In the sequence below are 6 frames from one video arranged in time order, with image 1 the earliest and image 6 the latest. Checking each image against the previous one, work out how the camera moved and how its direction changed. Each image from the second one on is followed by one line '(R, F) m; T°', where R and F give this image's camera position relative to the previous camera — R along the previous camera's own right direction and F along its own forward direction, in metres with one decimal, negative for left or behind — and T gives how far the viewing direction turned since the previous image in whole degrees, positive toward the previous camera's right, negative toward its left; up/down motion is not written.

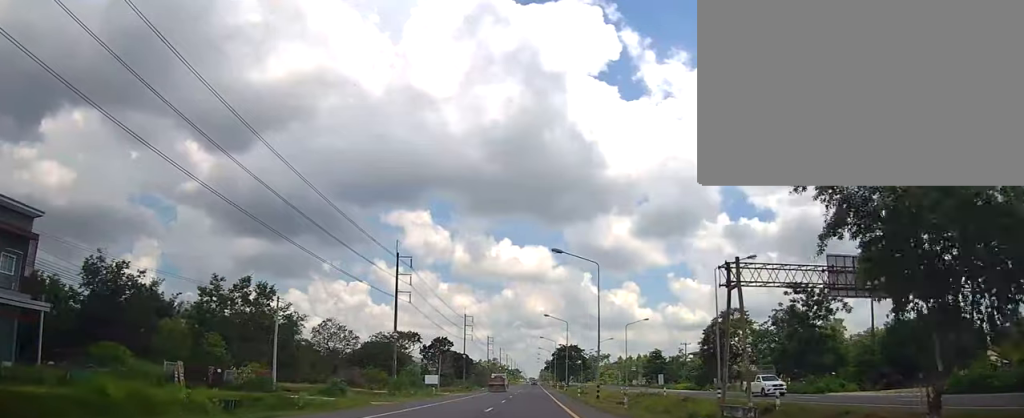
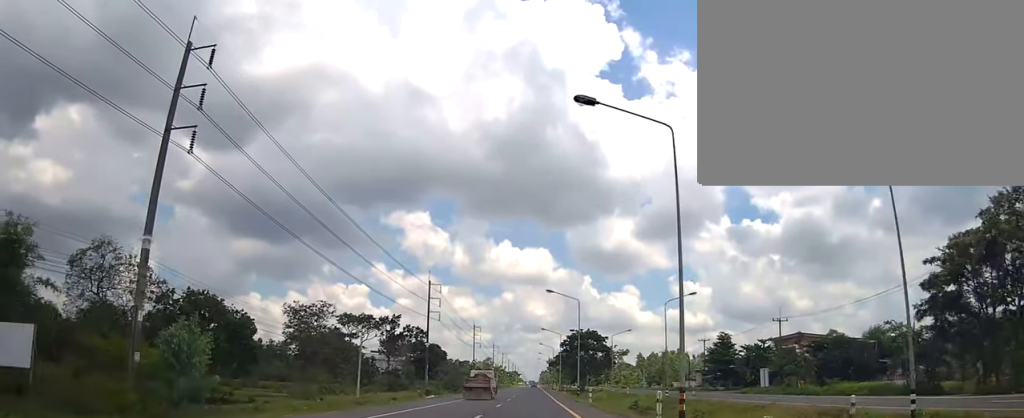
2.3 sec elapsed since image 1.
(-0.6, +55.1) m; 0°
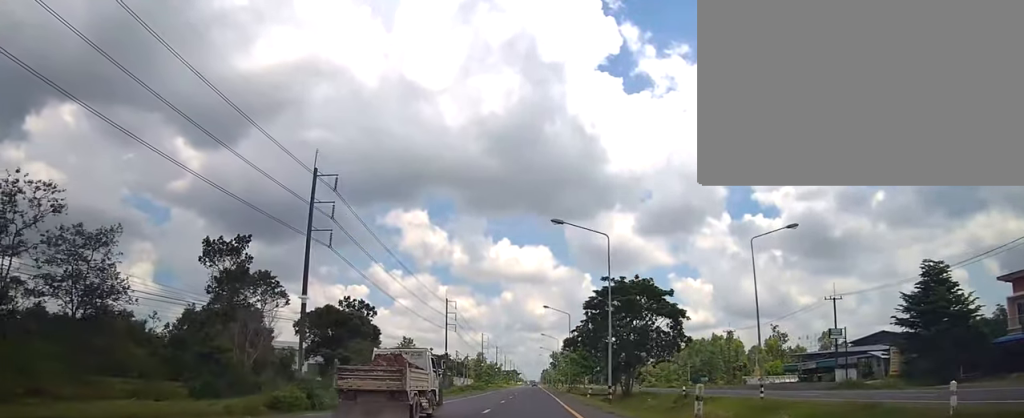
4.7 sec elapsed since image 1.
(+0.5, +57.1) m; 0°
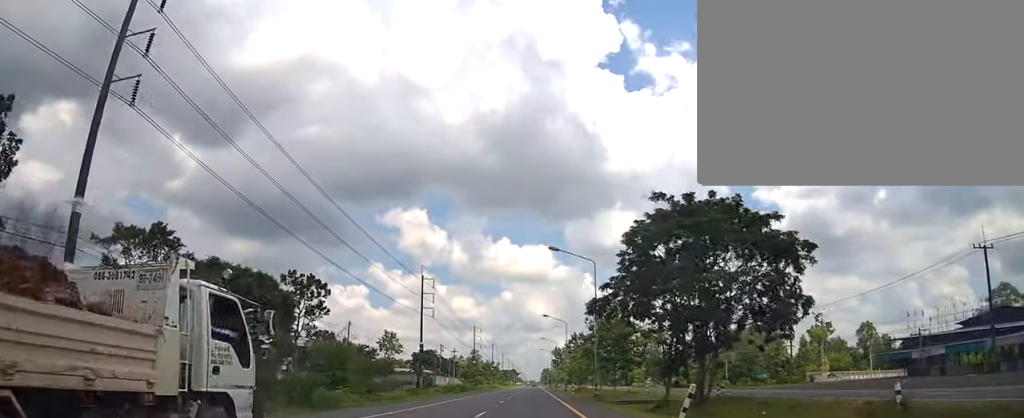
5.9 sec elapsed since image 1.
(+0.1, +27.8) m; 0°
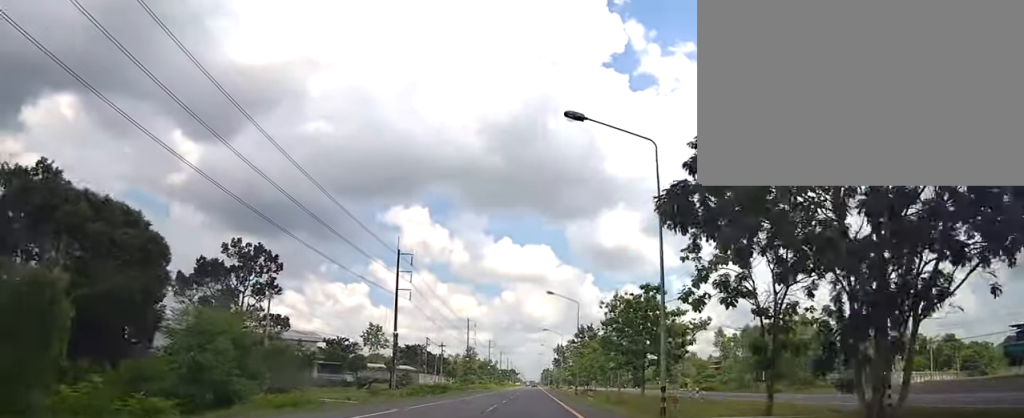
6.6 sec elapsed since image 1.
(0.0, +18.8) m; 0°
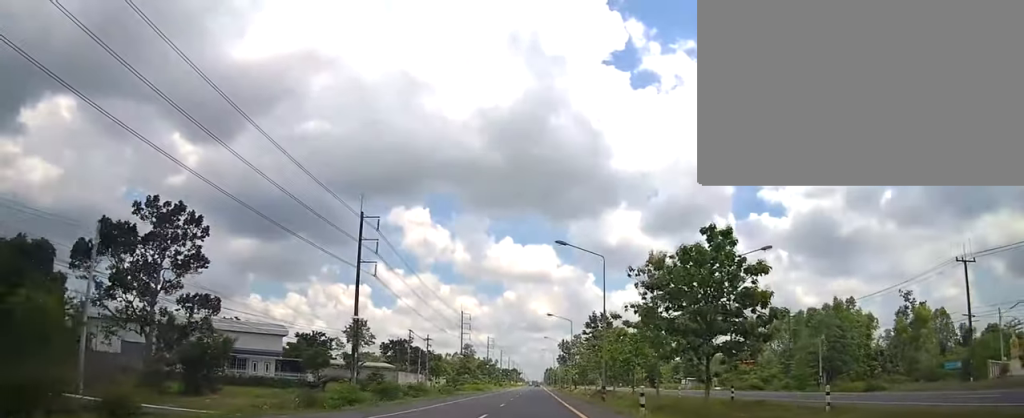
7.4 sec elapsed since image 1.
(0.0, +19.0) m; -1°
